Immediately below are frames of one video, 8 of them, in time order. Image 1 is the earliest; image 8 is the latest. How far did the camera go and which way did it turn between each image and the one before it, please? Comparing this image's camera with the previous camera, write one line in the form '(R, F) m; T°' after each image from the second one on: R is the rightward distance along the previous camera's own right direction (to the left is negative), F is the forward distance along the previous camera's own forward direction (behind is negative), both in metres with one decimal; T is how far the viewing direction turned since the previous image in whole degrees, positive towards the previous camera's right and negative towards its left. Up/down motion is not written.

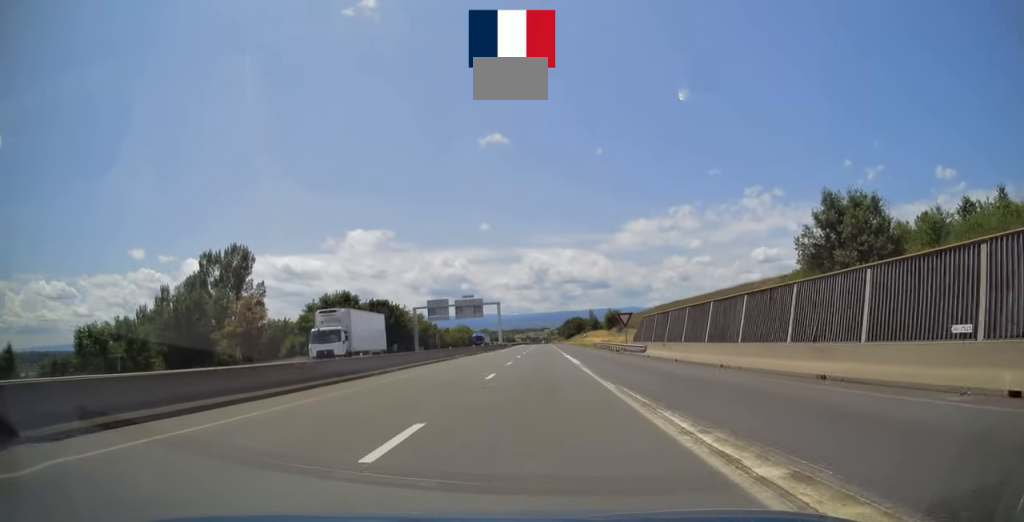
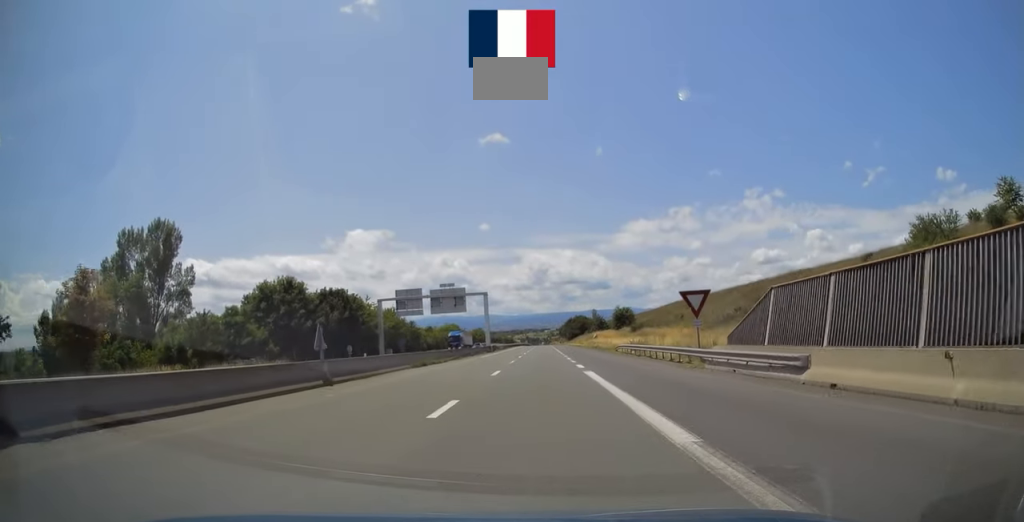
(-0.1, +23.4) m; 0°
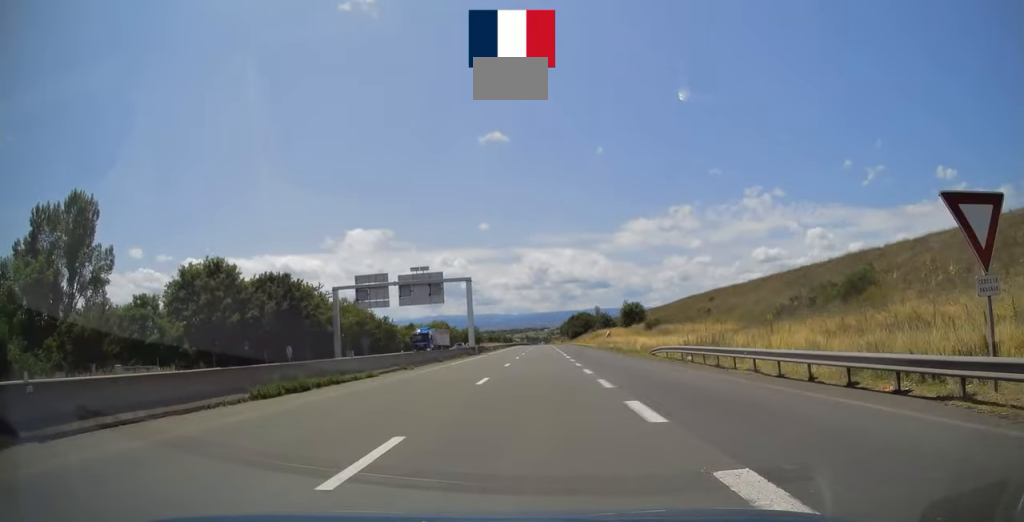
(0.0, +18.4) m; 0°
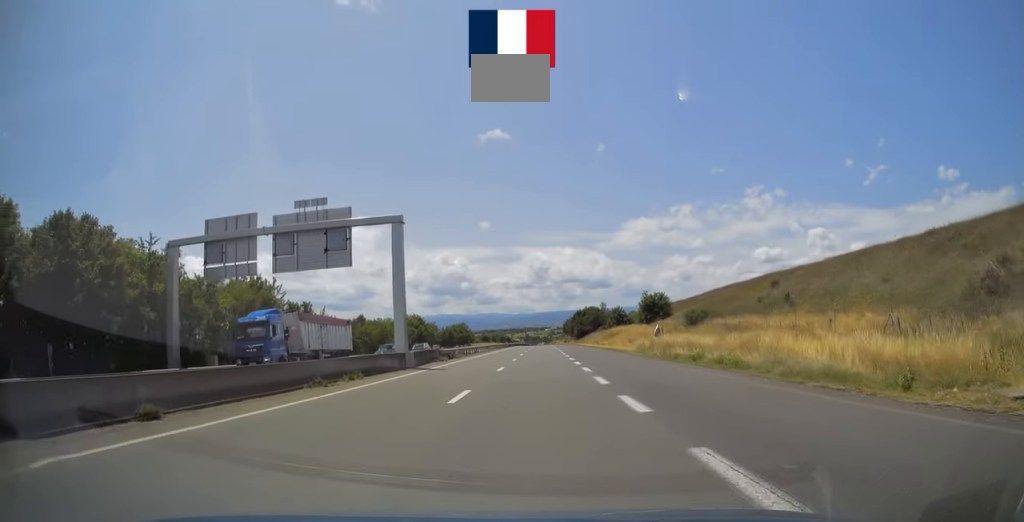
(0.0, +31.4) m; +1°
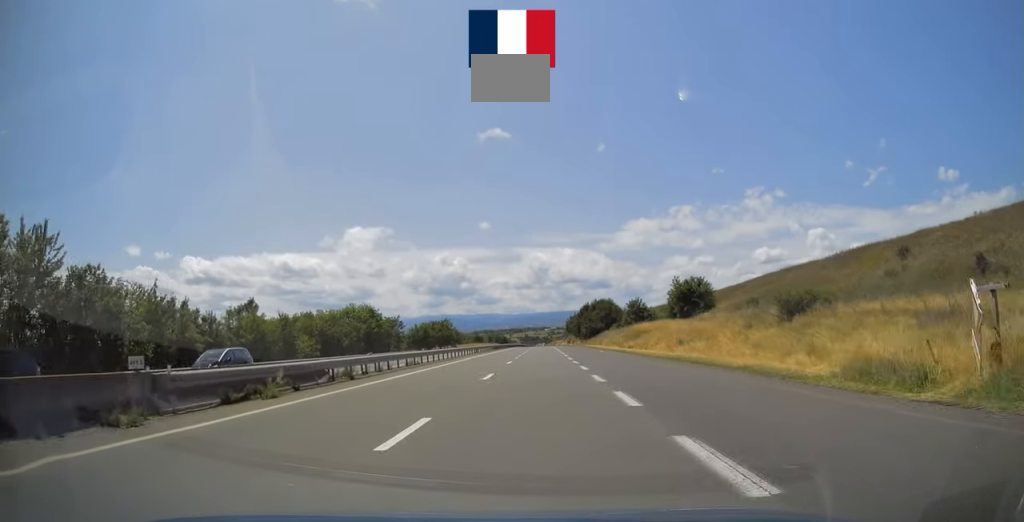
(+0.3, +31.9) m; 0°
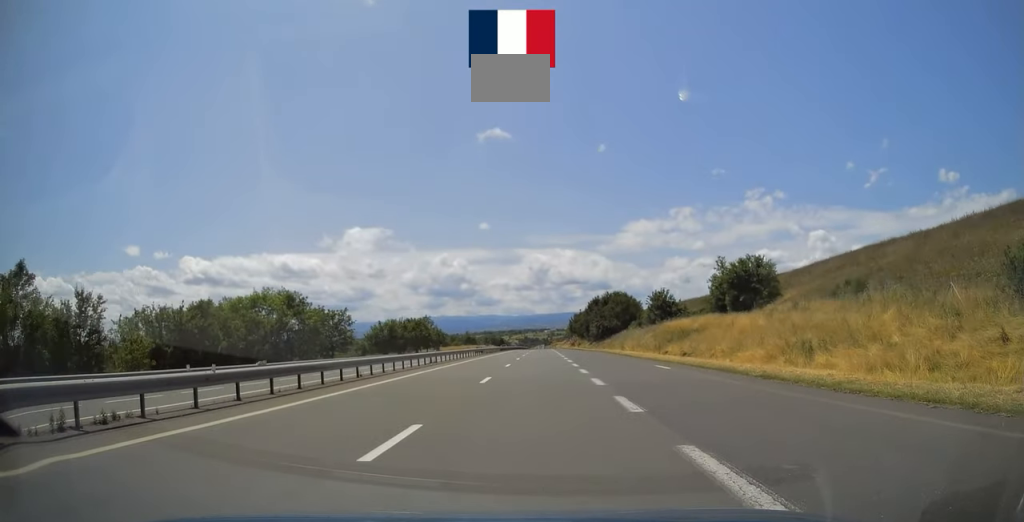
(-0.2, +26.7) m; -1°
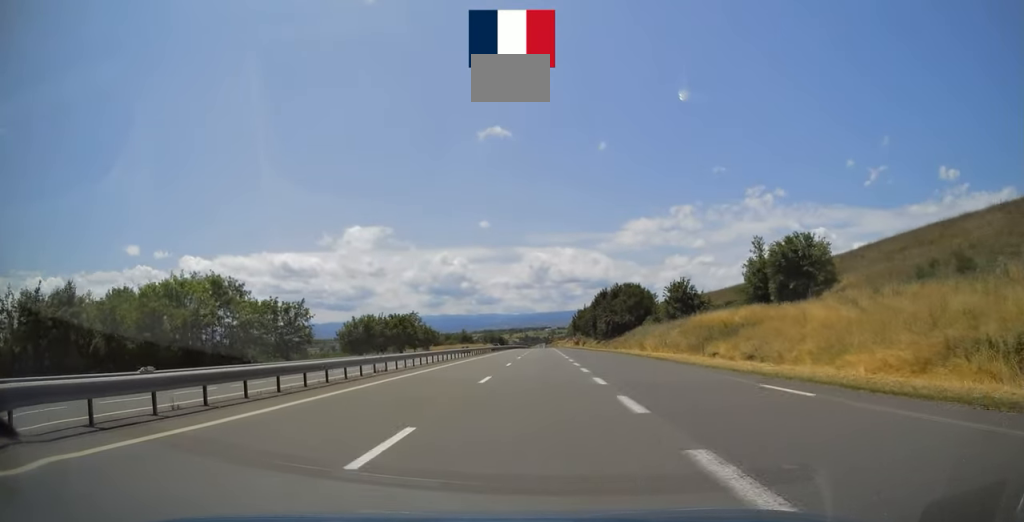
(0.0, +13.6) m; 0°
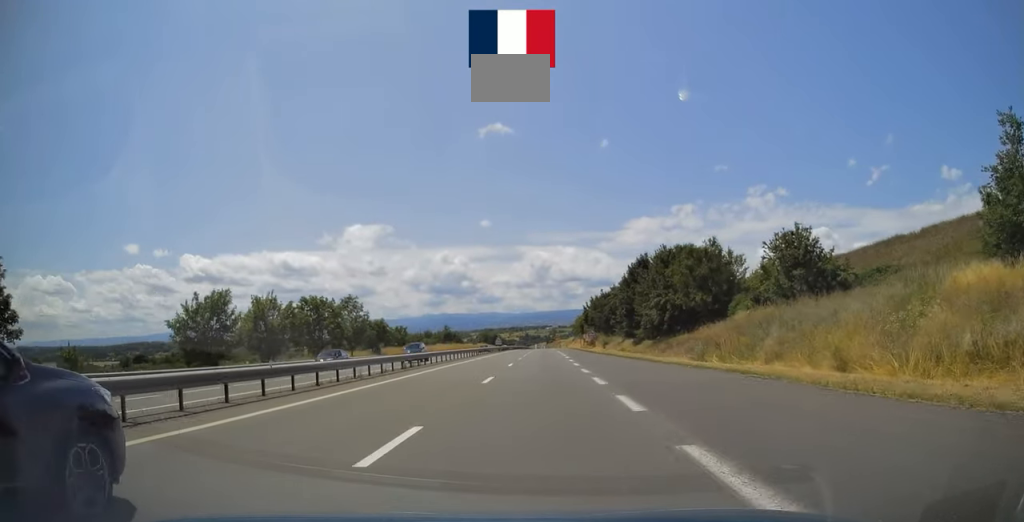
(-0.1, +39.2) m; 0°
